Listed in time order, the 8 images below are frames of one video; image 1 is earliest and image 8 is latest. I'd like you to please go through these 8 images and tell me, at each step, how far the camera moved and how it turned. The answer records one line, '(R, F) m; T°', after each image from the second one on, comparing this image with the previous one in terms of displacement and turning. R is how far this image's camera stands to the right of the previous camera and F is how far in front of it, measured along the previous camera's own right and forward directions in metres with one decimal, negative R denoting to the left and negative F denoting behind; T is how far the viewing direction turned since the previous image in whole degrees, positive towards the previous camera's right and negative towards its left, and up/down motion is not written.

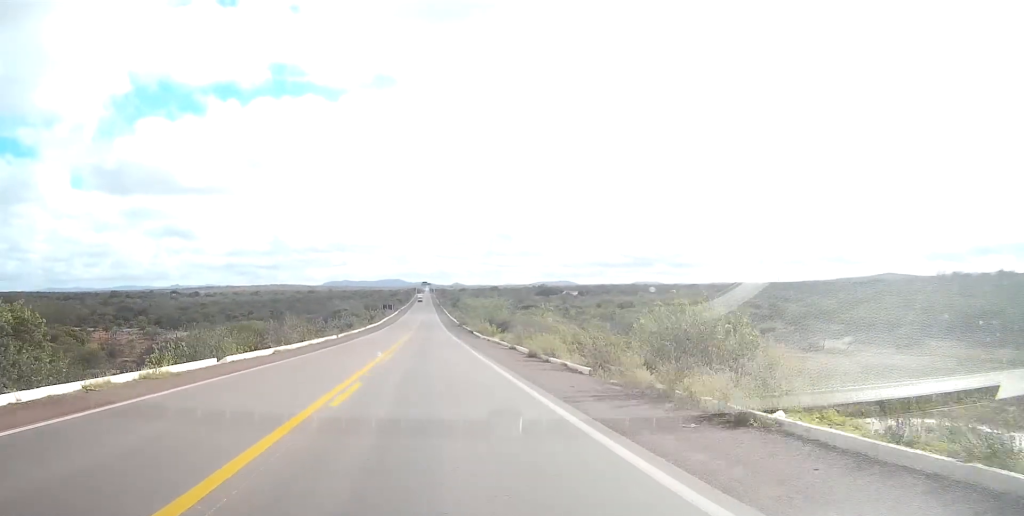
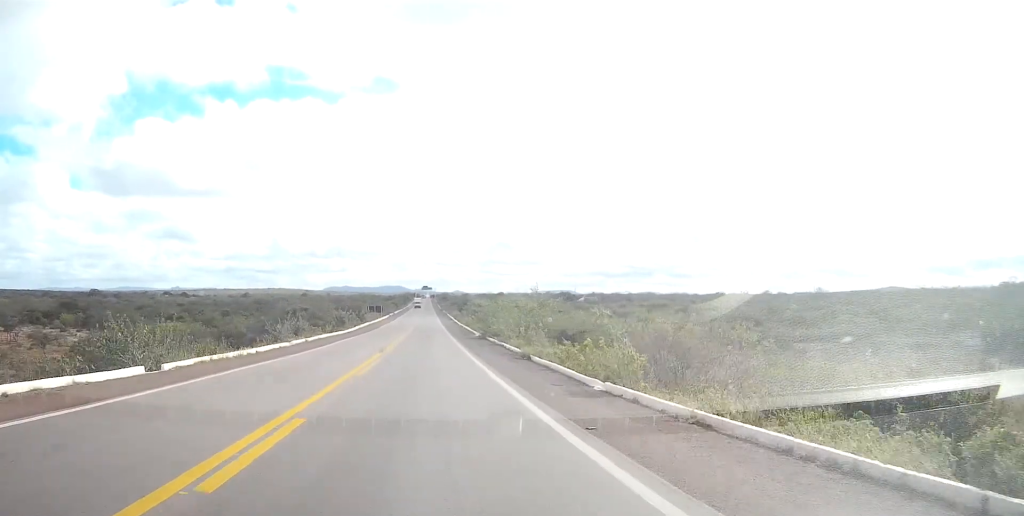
(+0.5, +42.6) m; +1°
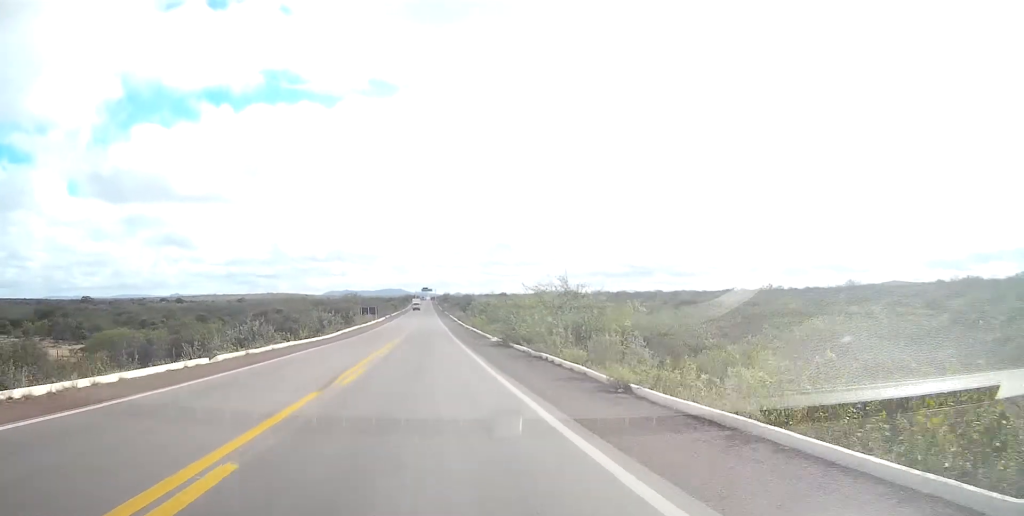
(+0.1, +15.2) m; 0°
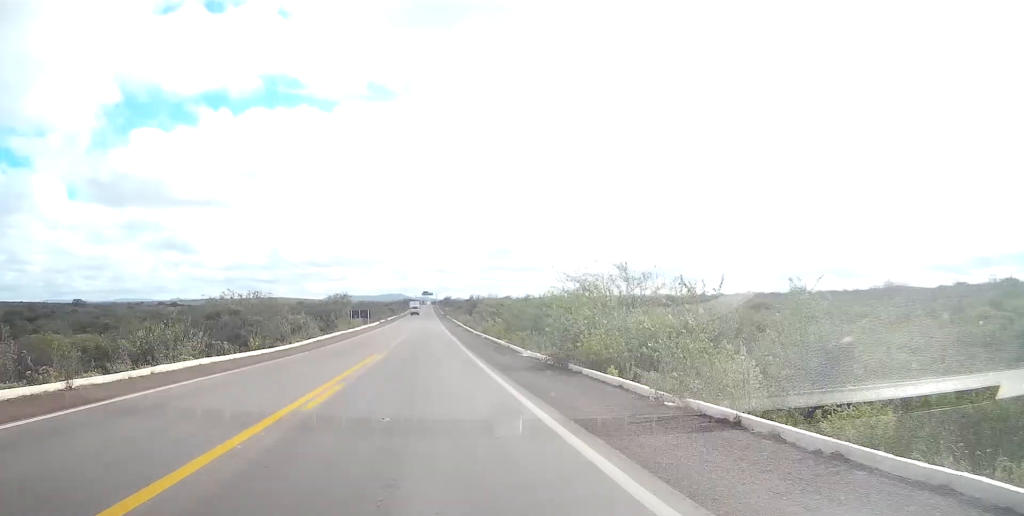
(0.0, +16.2) m; 0°
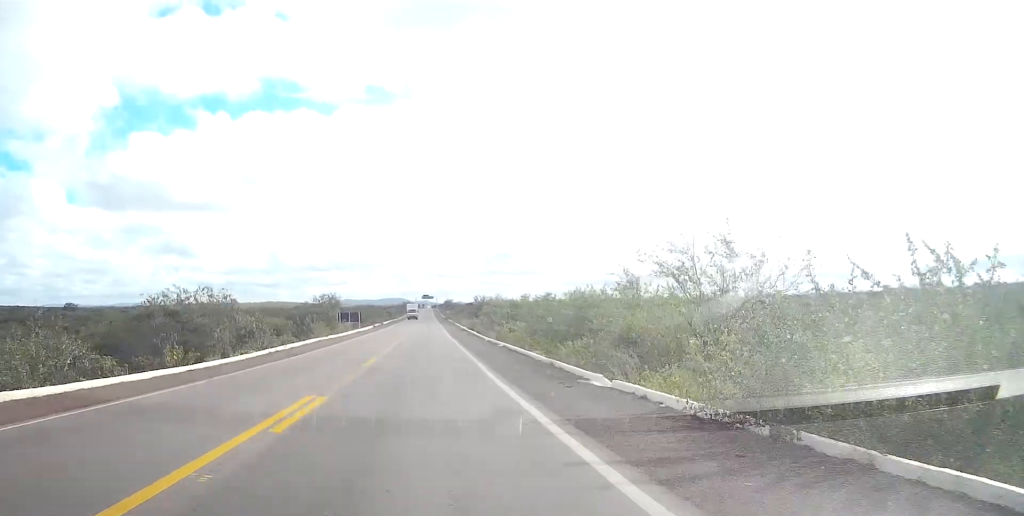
(0.0, +14.0) m; 0°
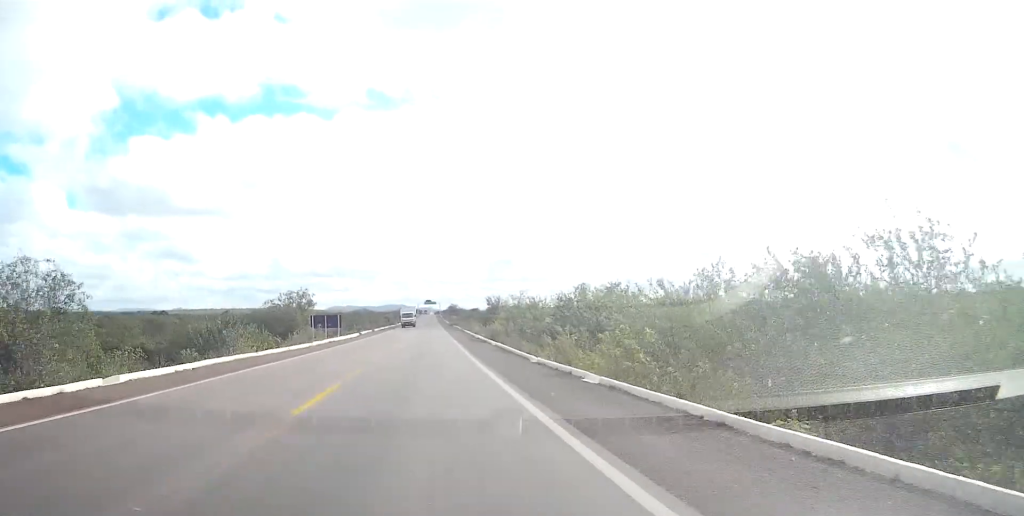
(0.0, +23.9) m; 0°
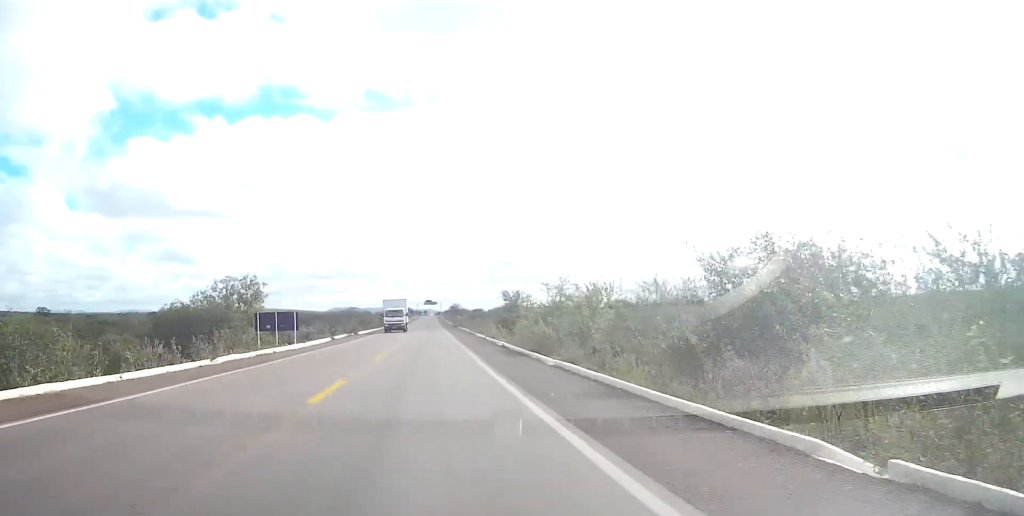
(0.0, +23.5) m; 0°
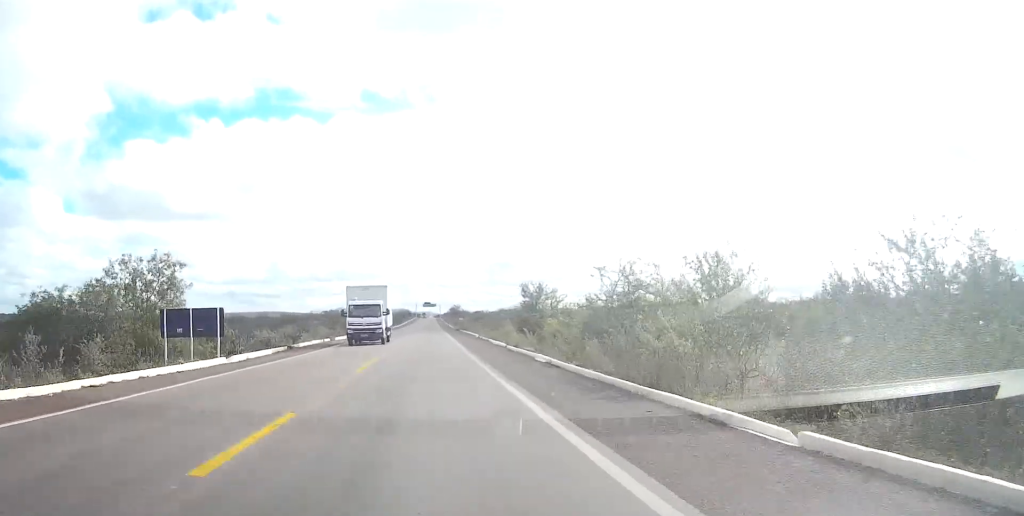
(0.0, +18.1) m; 0°
